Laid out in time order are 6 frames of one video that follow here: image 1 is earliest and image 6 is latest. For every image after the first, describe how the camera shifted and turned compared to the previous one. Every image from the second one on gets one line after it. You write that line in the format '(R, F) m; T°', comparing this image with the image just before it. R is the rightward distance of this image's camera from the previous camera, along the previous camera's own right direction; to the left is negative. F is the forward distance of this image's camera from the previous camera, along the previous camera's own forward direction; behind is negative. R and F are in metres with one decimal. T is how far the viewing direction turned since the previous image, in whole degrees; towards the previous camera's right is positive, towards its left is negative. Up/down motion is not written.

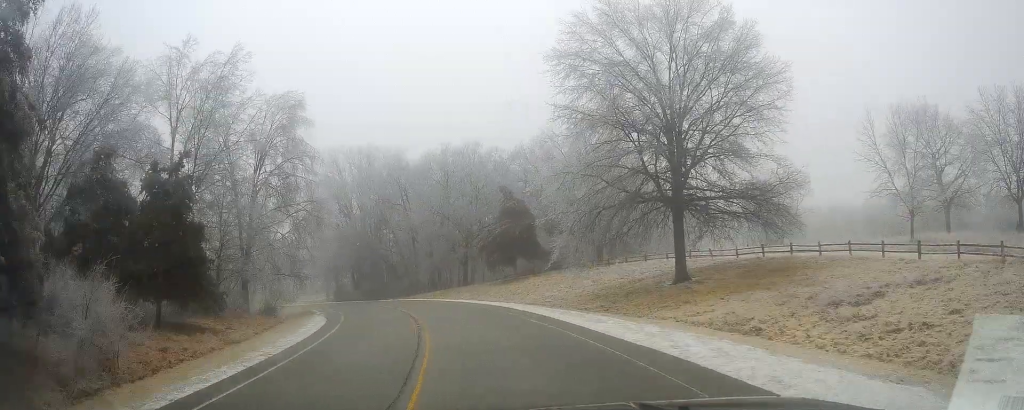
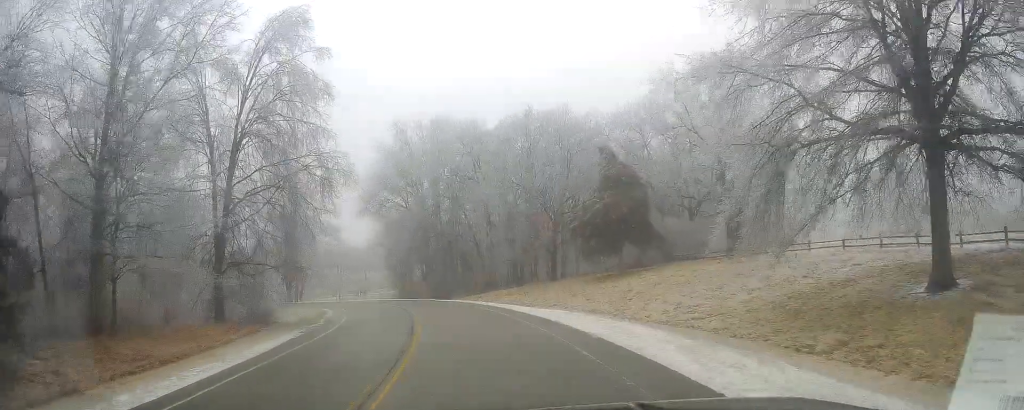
(-0.3, +17.0) m; -10°
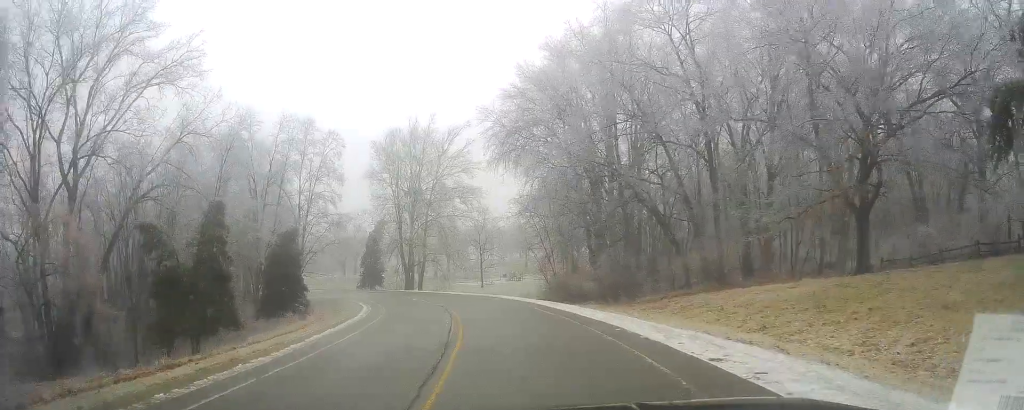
(-4.8, +32.5) m; -18°
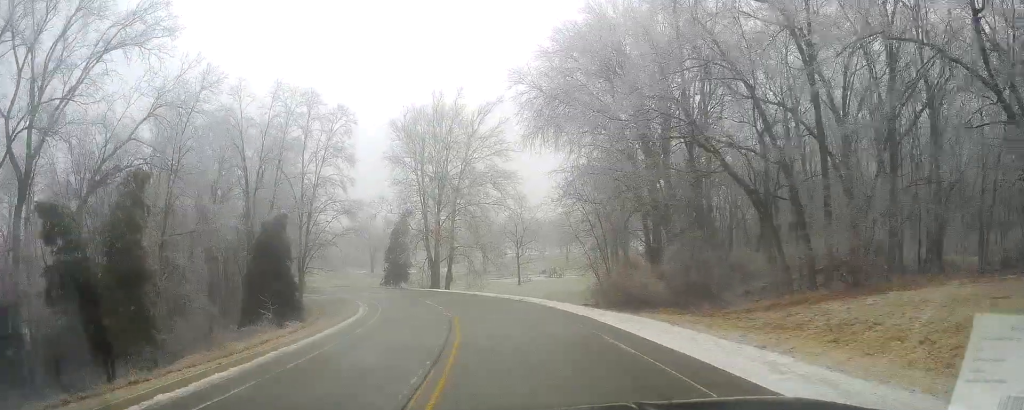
(-0.6, +10.6) m; -1°
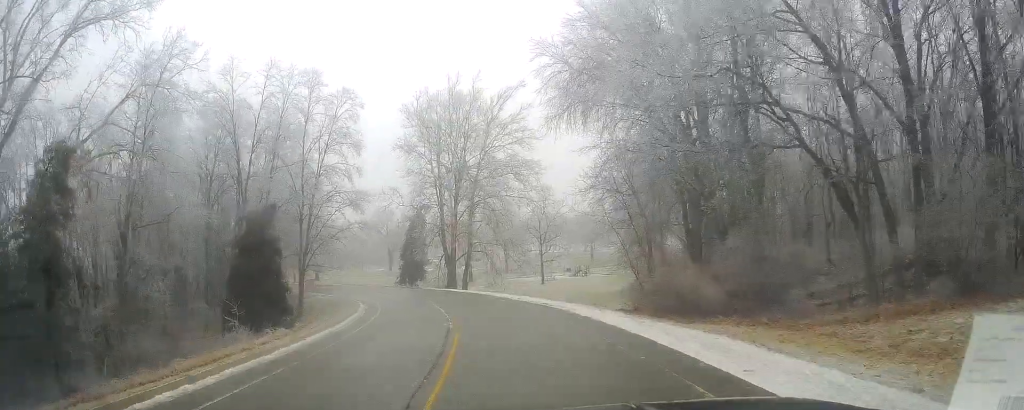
(+0.2, +5.9) m; 0°
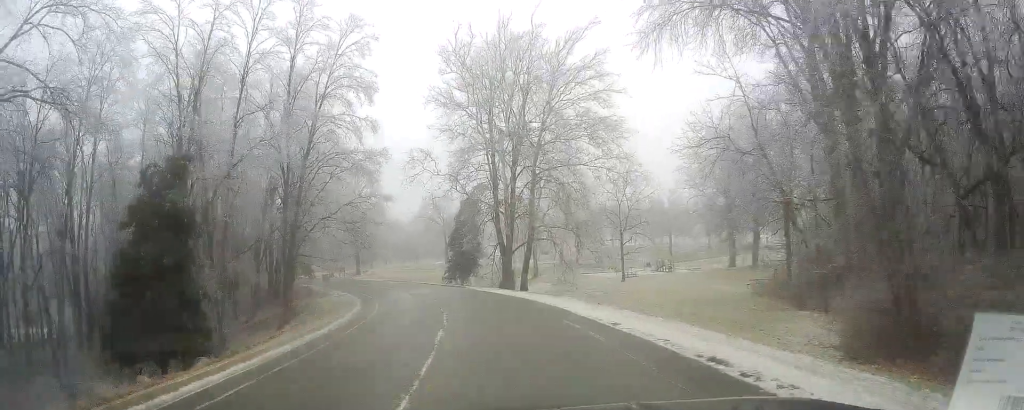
(-0.6, +17.3) m; -9°
